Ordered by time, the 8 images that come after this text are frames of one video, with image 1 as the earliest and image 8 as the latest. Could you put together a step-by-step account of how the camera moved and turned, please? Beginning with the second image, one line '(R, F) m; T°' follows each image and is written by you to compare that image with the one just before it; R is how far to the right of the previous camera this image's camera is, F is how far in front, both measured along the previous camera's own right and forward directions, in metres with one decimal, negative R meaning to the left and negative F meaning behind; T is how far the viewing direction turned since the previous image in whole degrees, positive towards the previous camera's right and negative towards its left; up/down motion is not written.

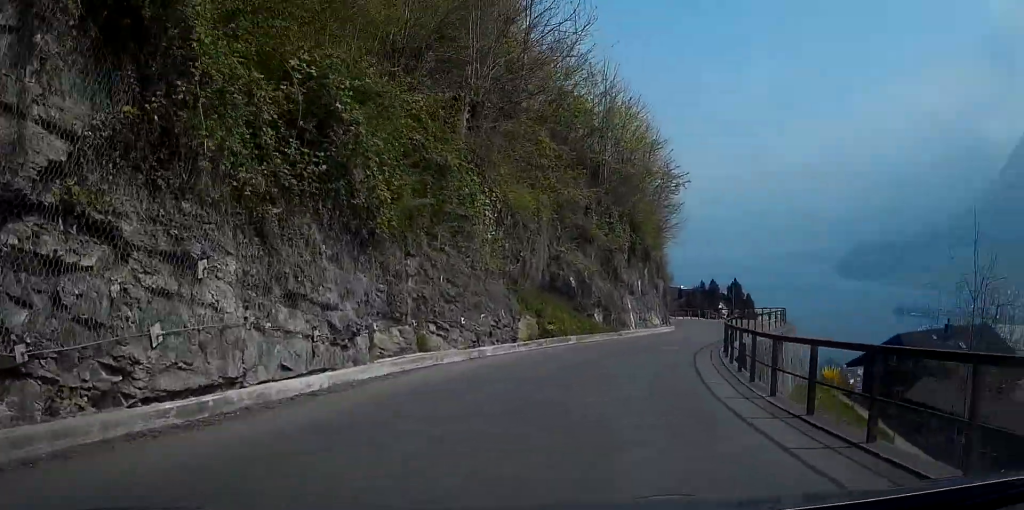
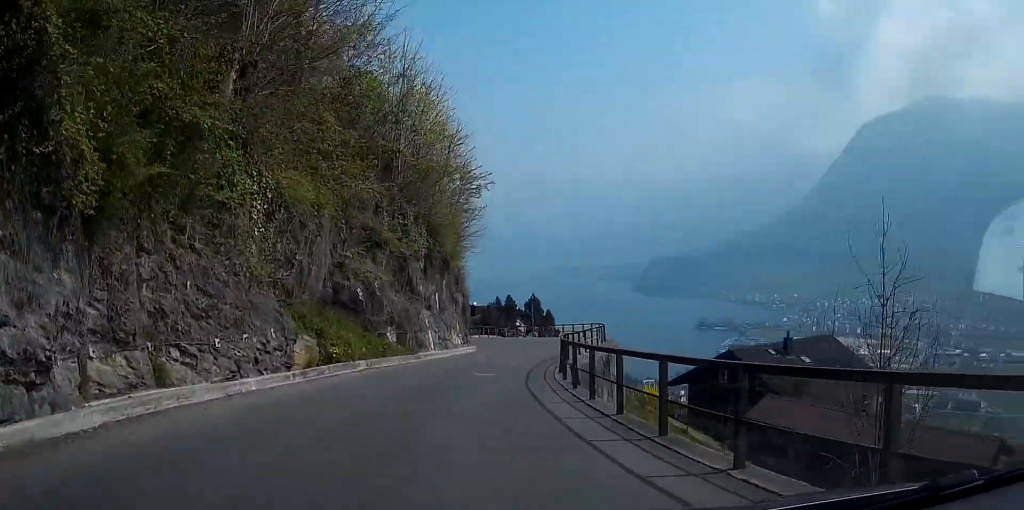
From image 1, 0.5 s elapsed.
(+0.1, +4.8) m; +4°
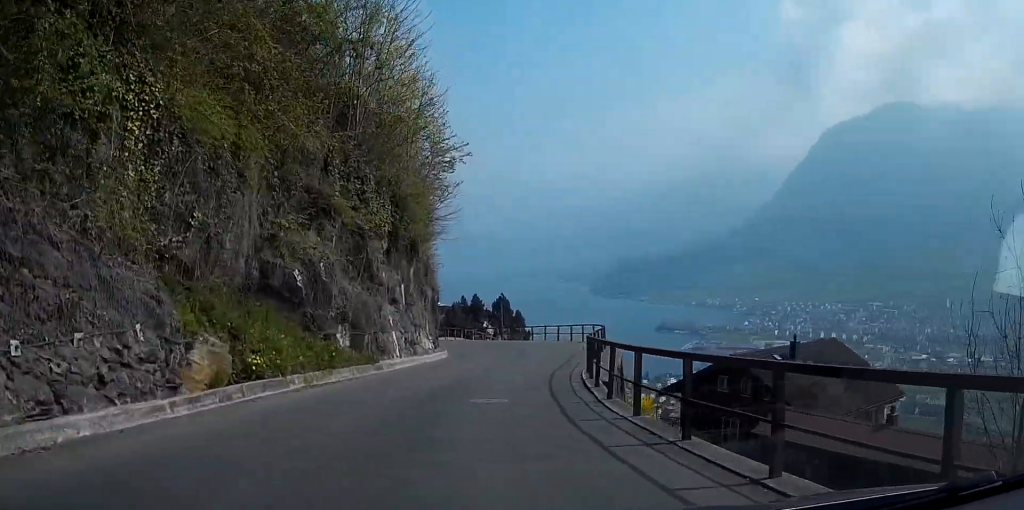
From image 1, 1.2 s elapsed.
(+0.1, +6.8) m; +6°
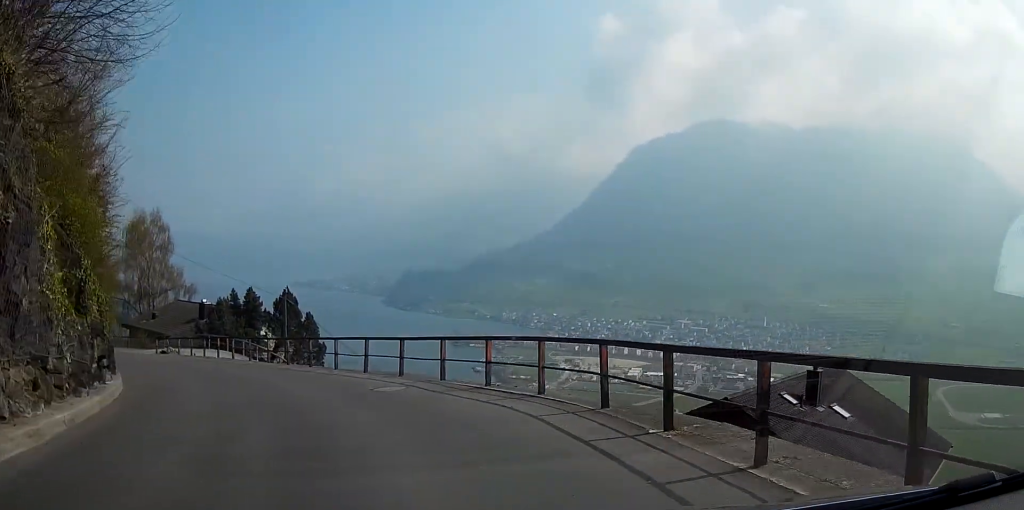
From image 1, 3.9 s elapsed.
(+5.7, +24.7) m; +18°
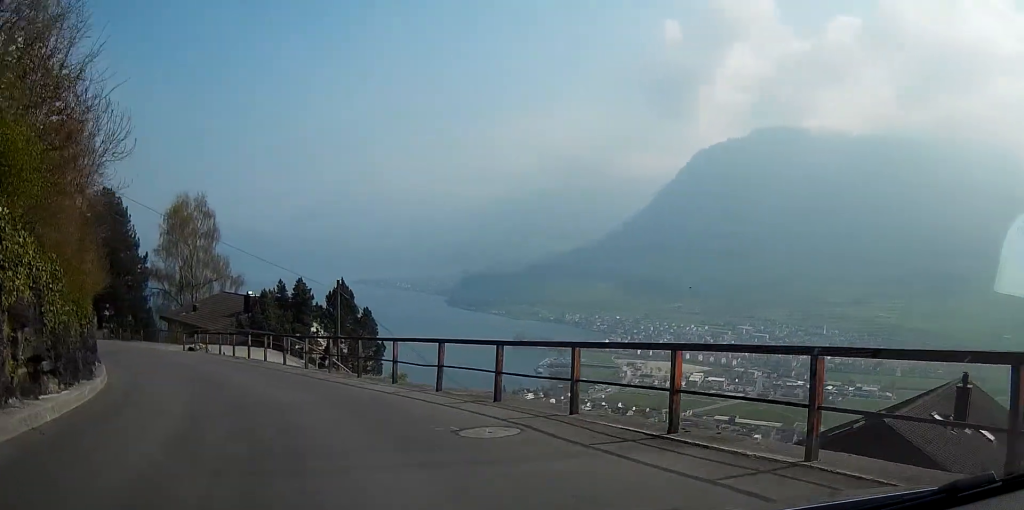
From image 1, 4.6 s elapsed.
(0.0, +6.6) m; -2°
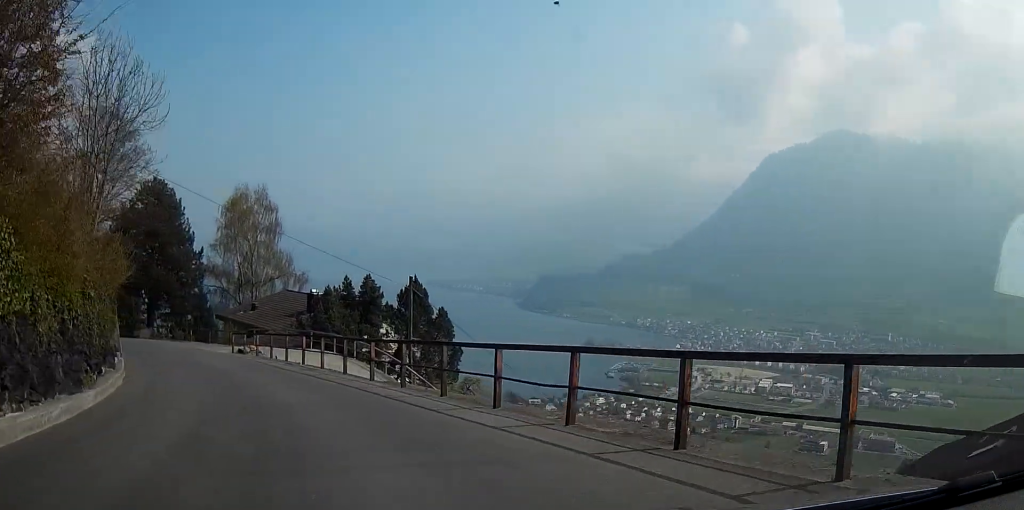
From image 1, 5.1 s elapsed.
(+0.1, +4.6) m; -4°
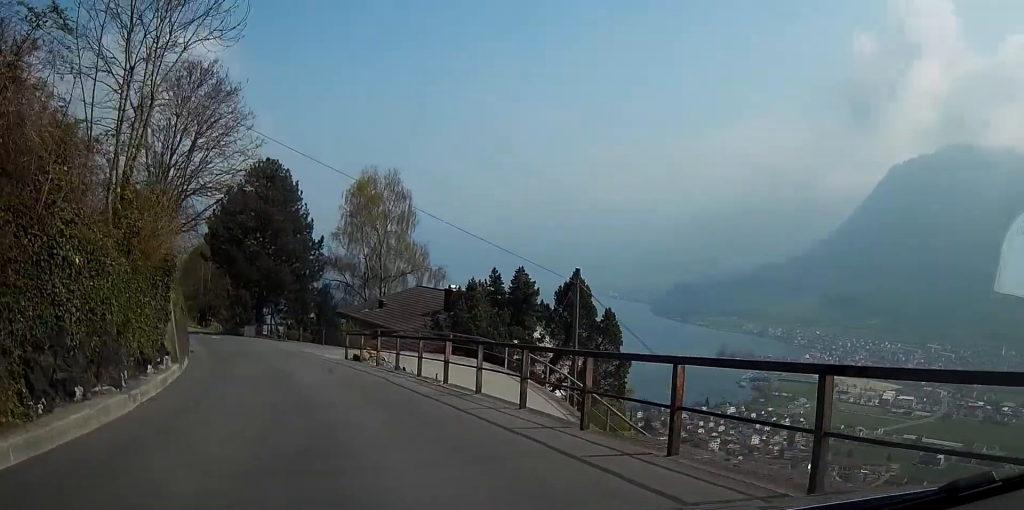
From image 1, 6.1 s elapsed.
(-0.8, +7.7) m; -12°
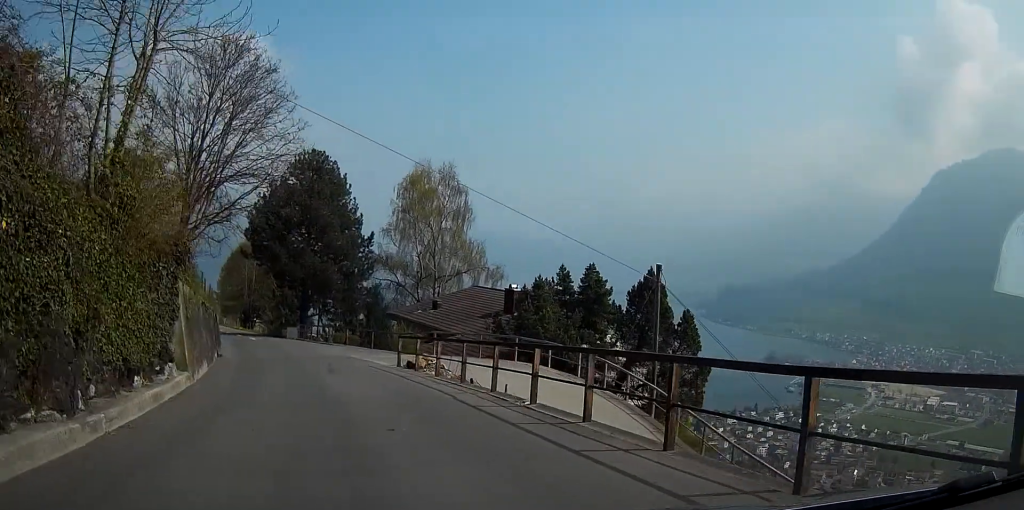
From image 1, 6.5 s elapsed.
(-0.2, +3.6) m; -5°
